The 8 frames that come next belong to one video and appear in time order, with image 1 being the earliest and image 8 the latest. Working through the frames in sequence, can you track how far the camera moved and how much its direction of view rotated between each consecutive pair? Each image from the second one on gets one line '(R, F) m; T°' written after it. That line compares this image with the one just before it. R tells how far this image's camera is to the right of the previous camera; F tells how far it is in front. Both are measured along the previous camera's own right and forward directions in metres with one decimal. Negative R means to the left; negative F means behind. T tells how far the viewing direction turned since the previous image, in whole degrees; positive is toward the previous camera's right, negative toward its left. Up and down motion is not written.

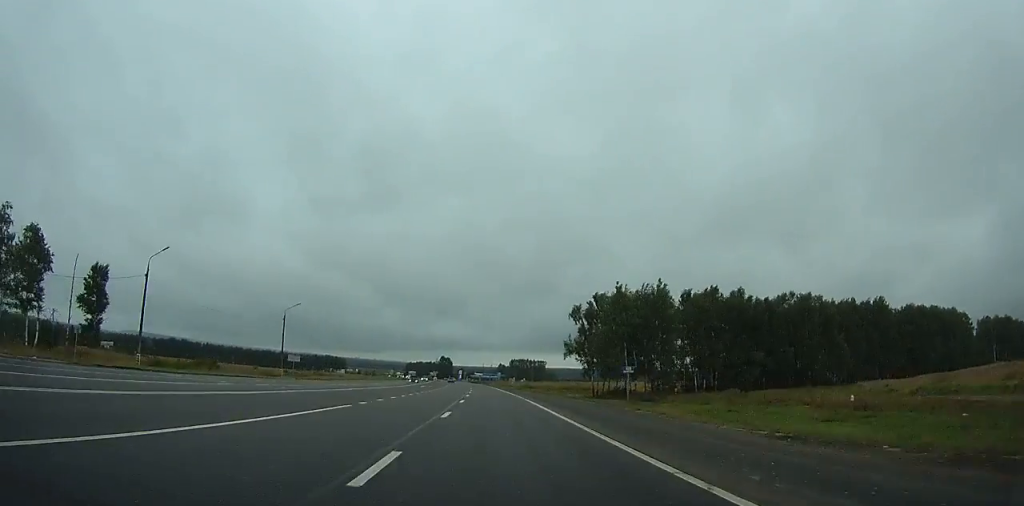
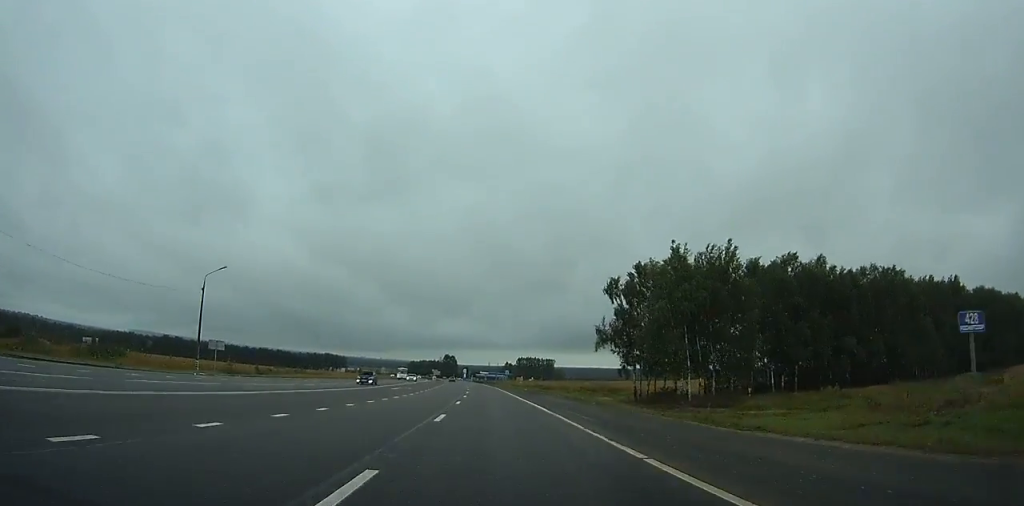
(-0.1, +25.8) m; -1°
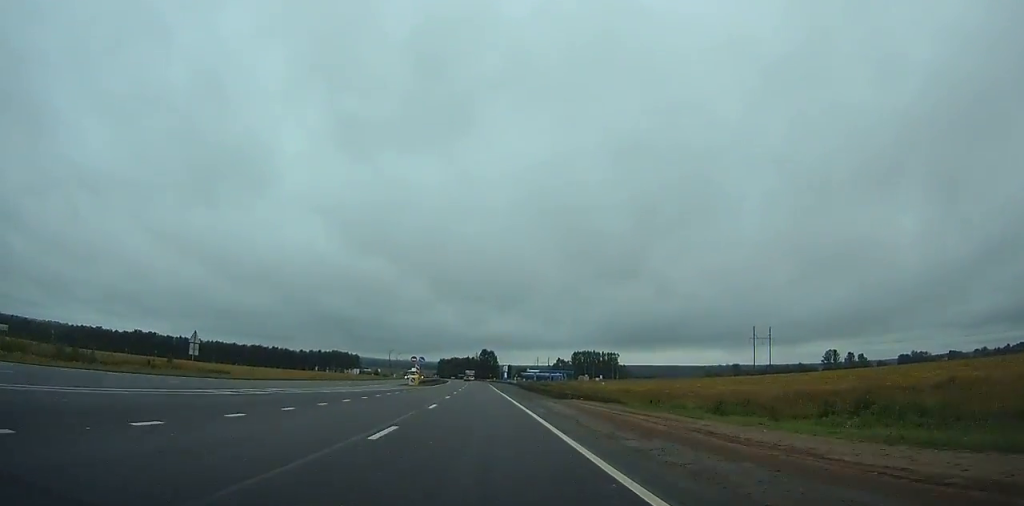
(-4.4, +124.6) m; -4°
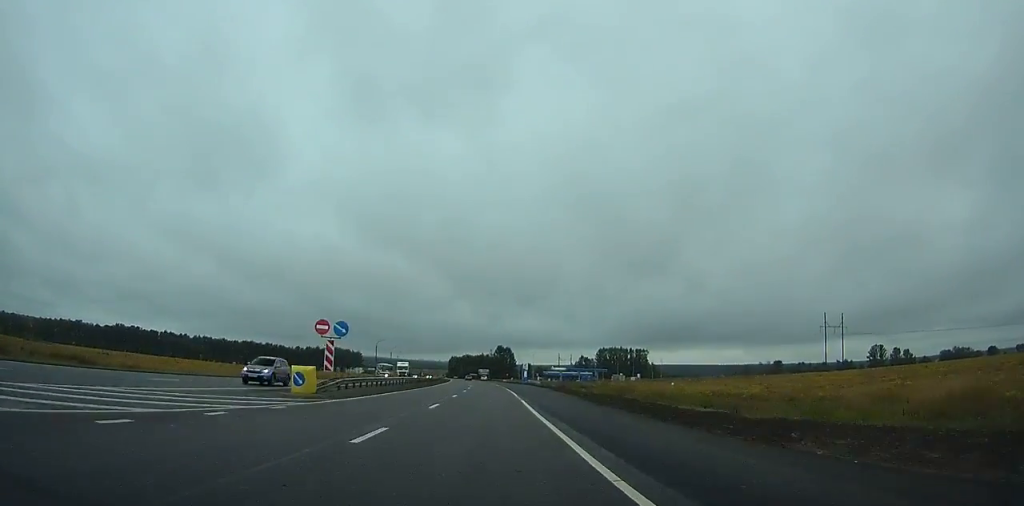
(-0.6, +48.7) m; -2°
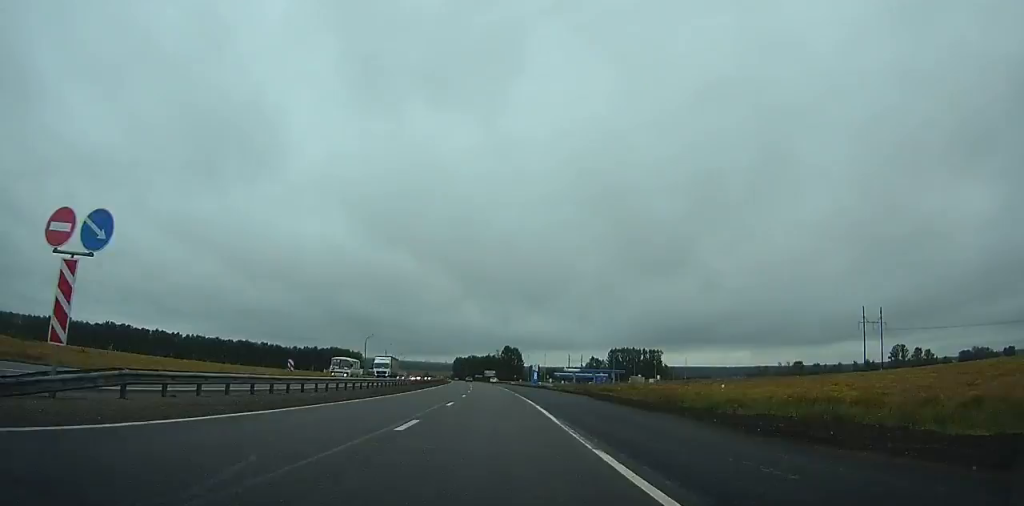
(-0.3, +21.3) m; -1°
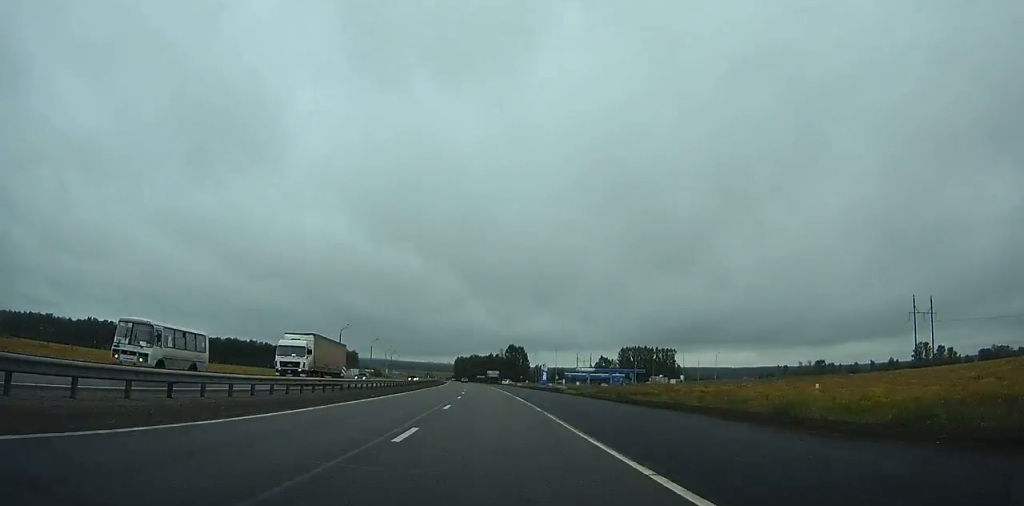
(-0.1, +25.9) m; -1°
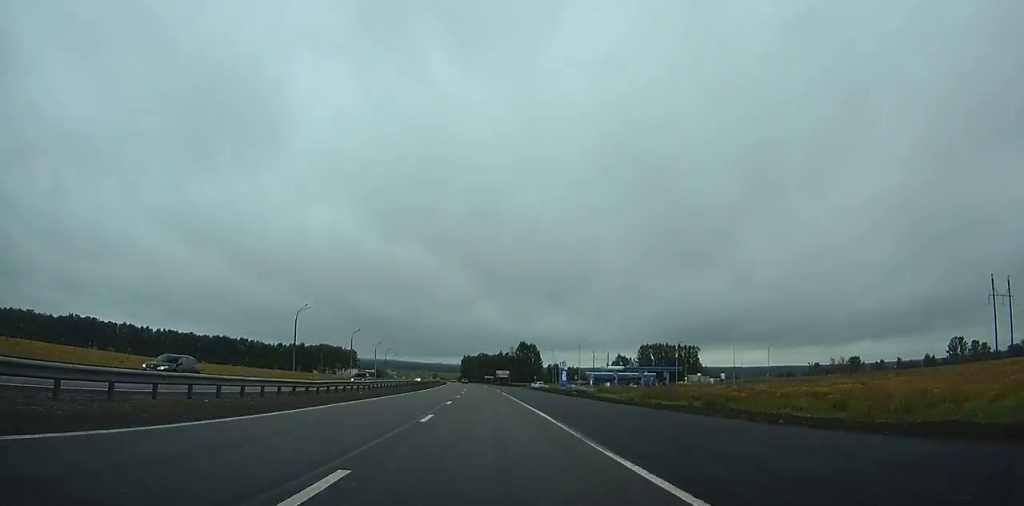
(-0.3, +30.5) m; -1°
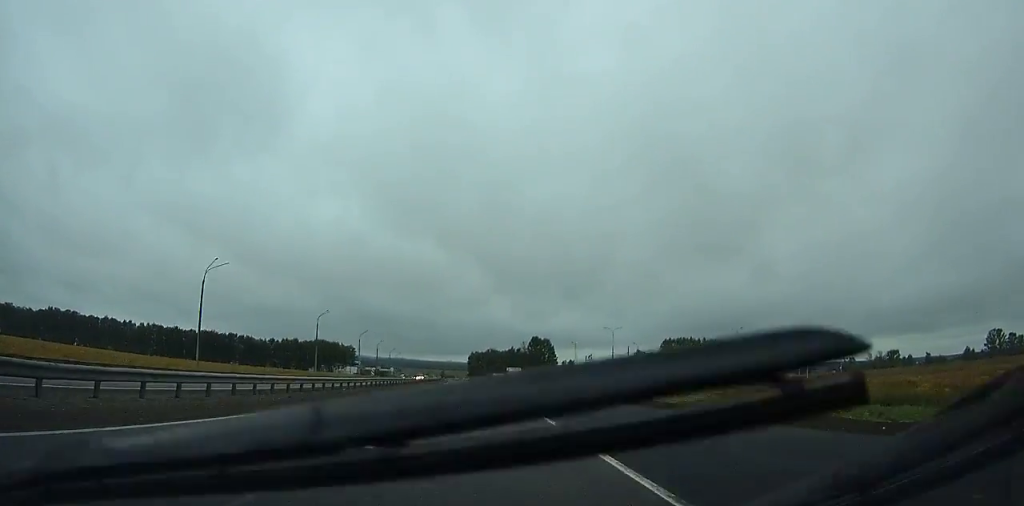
(-0.2, +30.5) m; -1°
